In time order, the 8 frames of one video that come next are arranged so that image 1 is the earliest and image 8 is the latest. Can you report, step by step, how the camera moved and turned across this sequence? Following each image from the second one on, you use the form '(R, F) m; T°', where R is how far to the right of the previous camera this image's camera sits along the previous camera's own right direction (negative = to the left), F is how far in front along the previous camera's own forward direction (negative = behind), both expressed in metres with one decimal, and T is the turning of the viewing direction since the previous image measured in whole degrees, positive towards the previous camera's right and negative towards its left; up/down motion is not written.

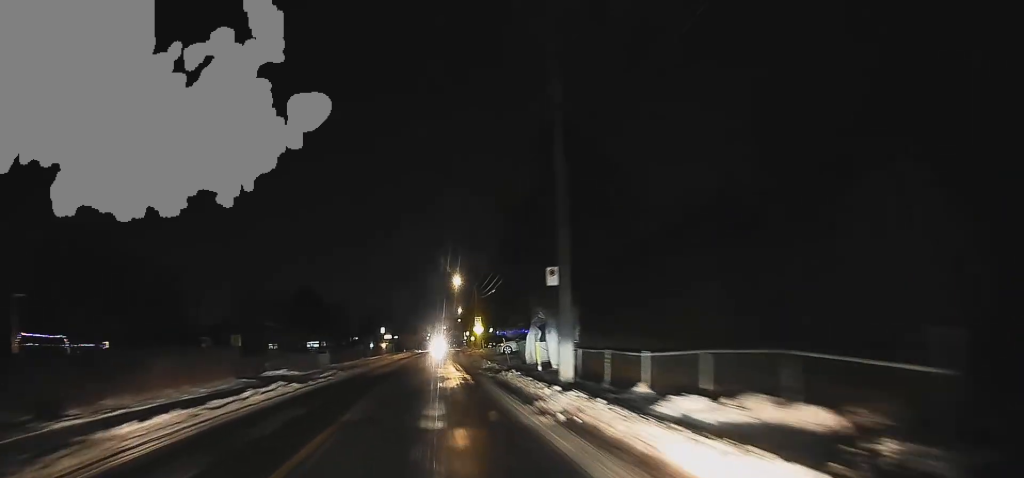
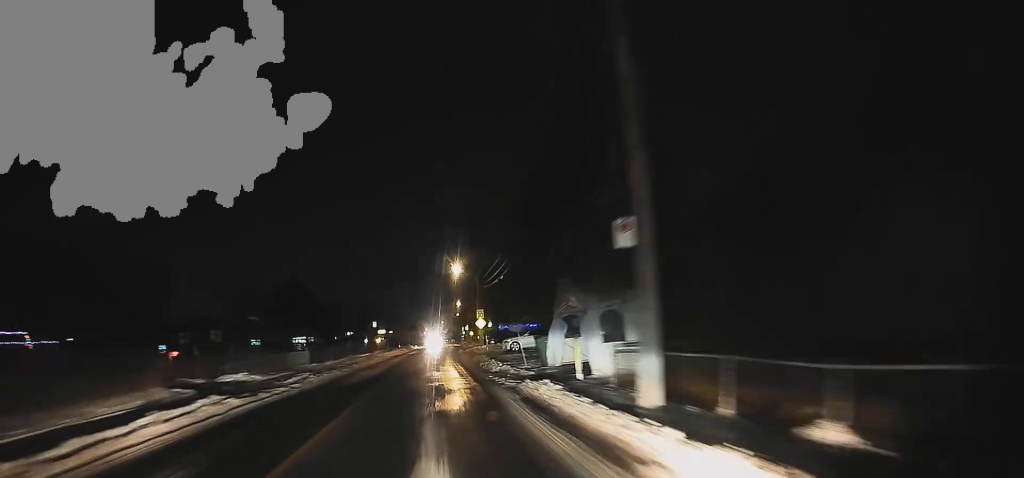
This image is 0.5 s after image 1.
(-0.2, +5.6) m; 0°
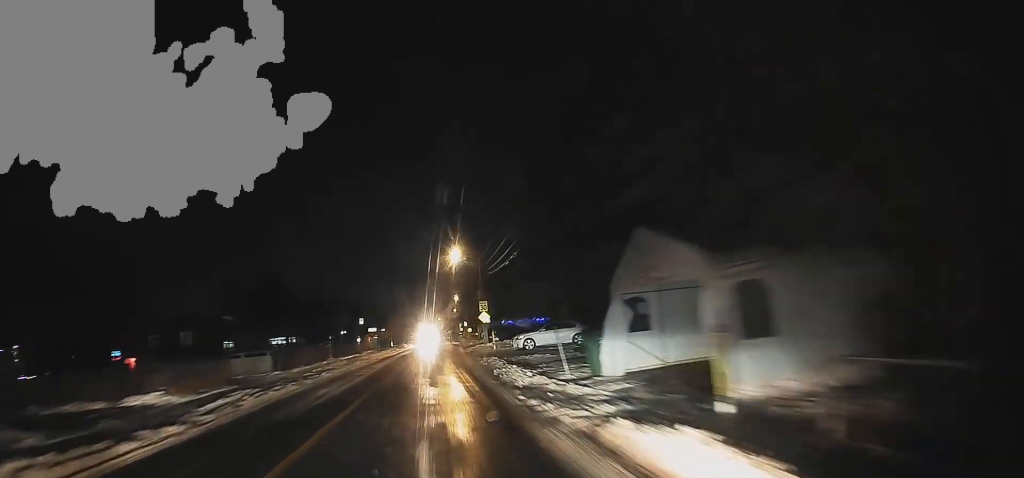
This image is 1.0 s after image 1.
(0.0, +7.0) m; +1°
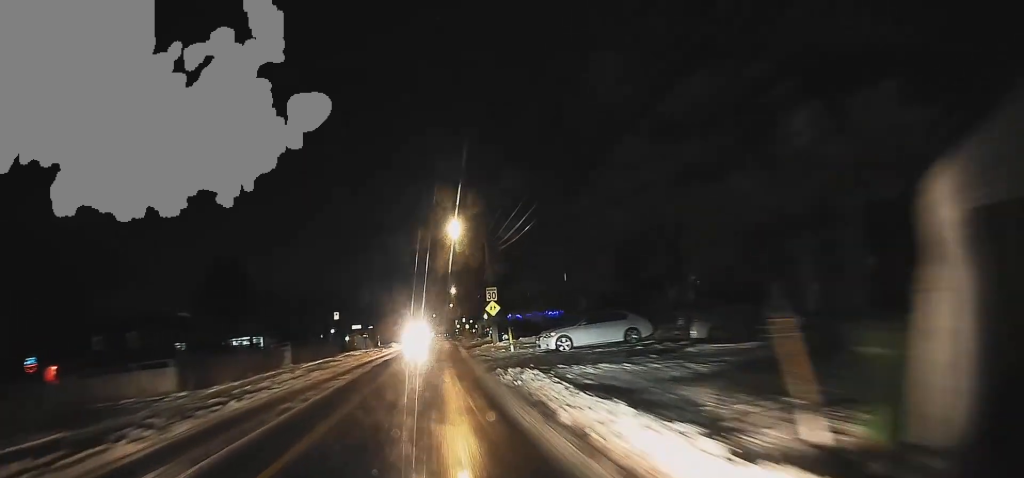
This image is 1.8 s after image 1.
(+0.1, +10.0) m; +2°
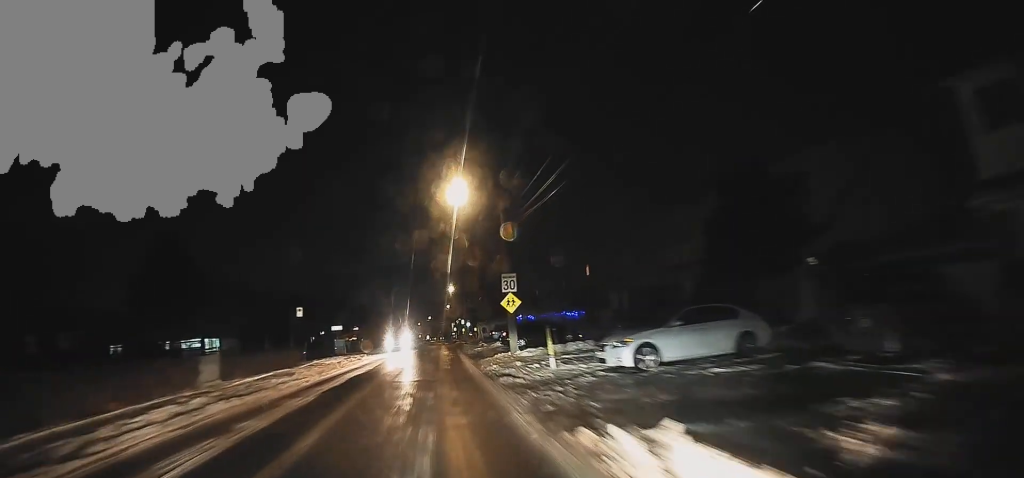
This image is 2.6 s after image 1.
(+0.2, +9.6) m; +1°
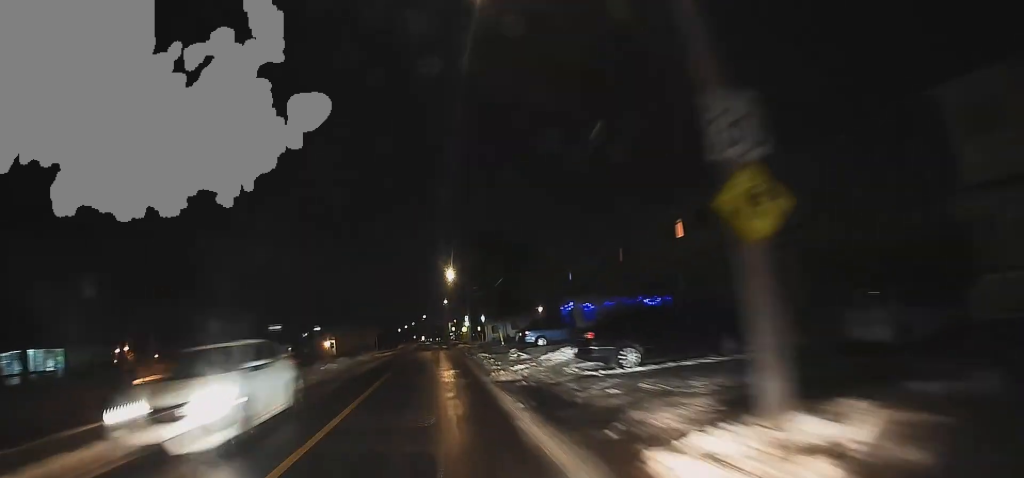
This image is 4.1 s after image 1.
(-0.1, +18.4) m; -1°
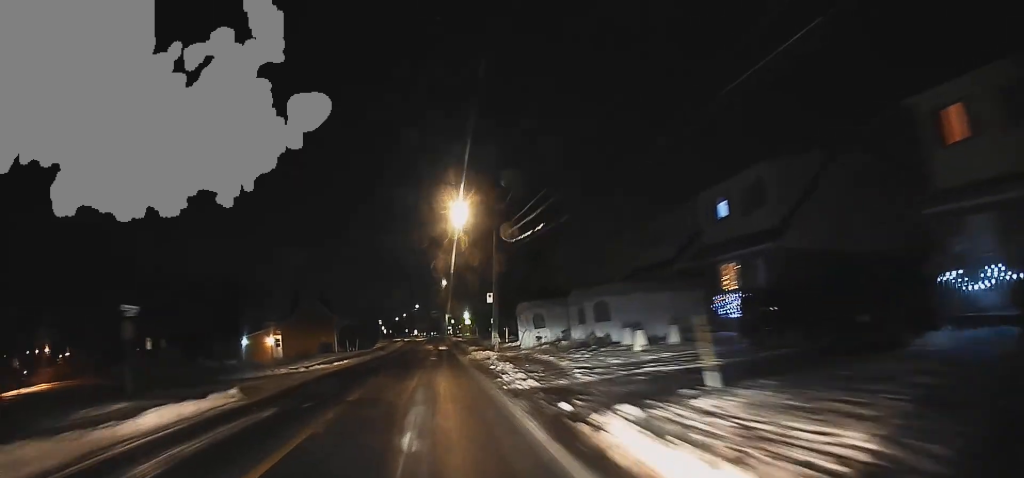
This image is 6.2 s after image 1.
(-0.2, +26.7) m; -1°
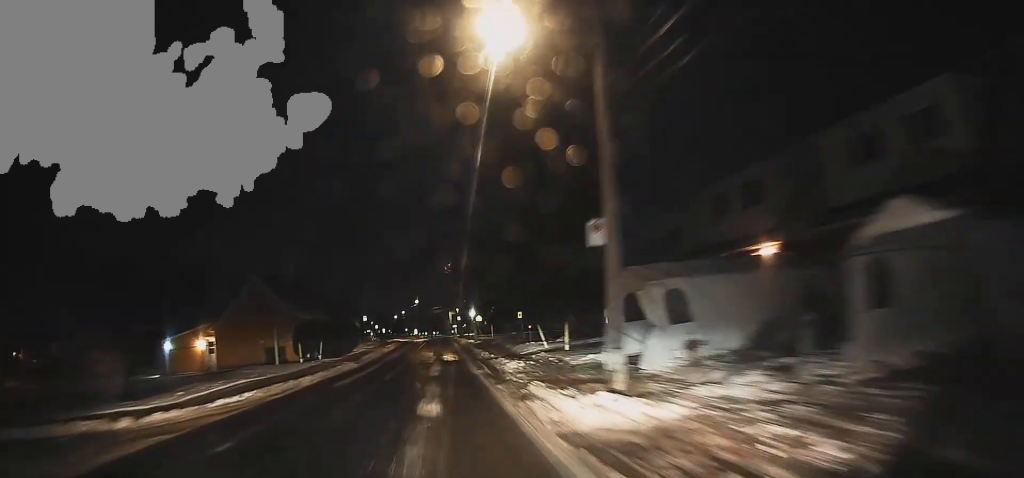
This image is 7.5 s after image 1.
(-0.2, +17.6) m; +1°
